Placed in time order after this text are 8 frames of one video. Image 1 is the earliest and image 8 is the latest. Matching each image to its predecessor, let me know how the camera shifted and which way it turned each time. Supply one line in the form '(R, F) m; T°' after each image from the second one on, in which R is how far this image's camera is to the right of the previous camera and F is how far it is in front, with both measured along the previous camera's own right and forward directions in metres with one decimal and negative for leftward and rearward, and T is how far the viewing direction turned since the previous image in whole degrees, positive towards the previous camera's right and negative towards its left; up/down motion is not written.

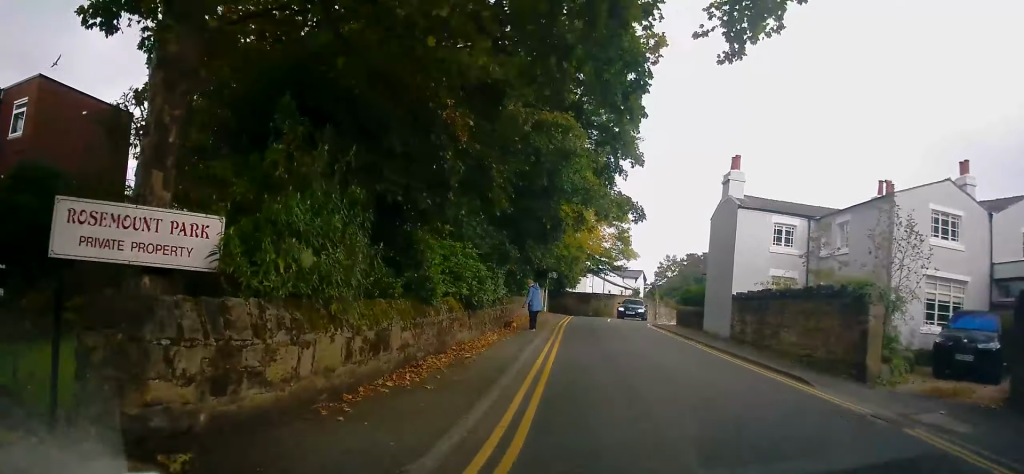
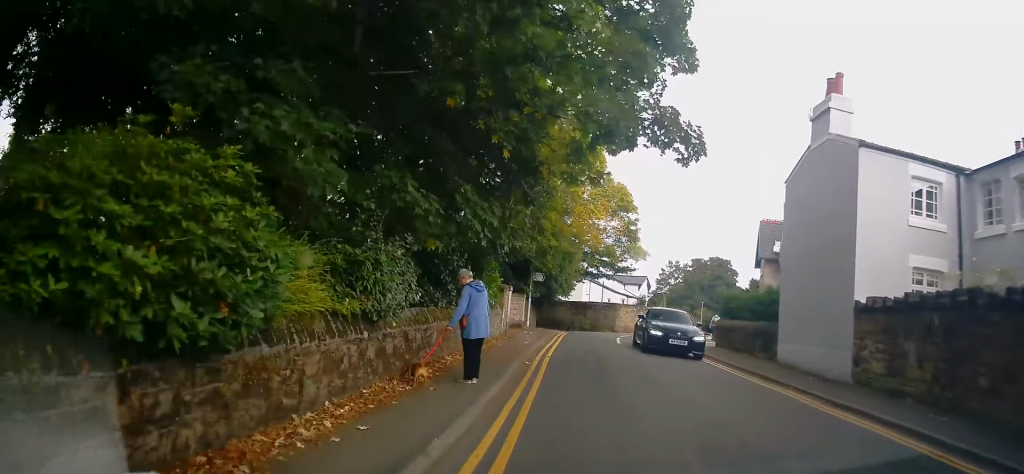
(+0.3, +10.4) m; +3°
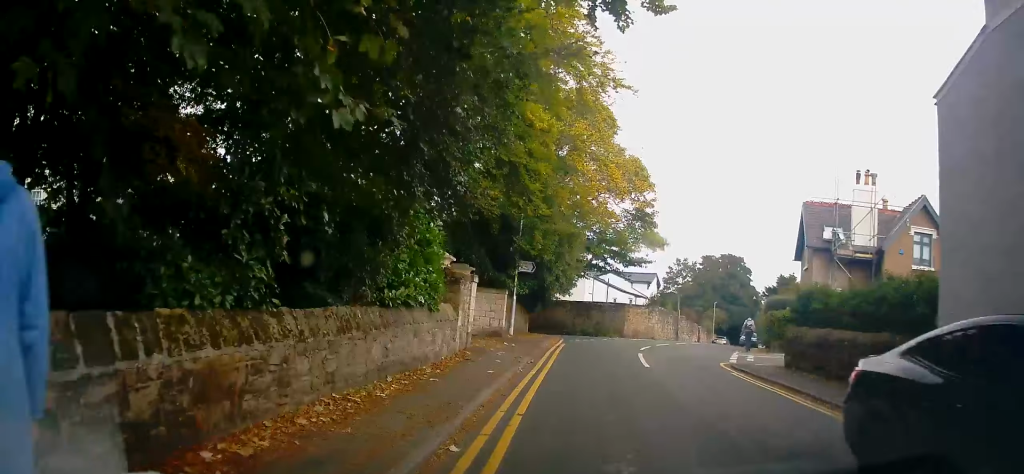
(0.0, +7.8) m; 0°
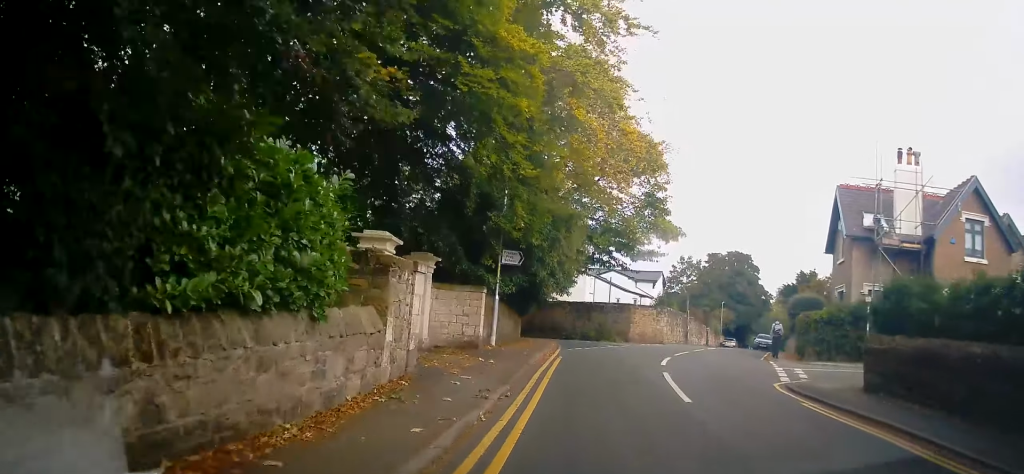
(0.0, +4.6) m; 0°
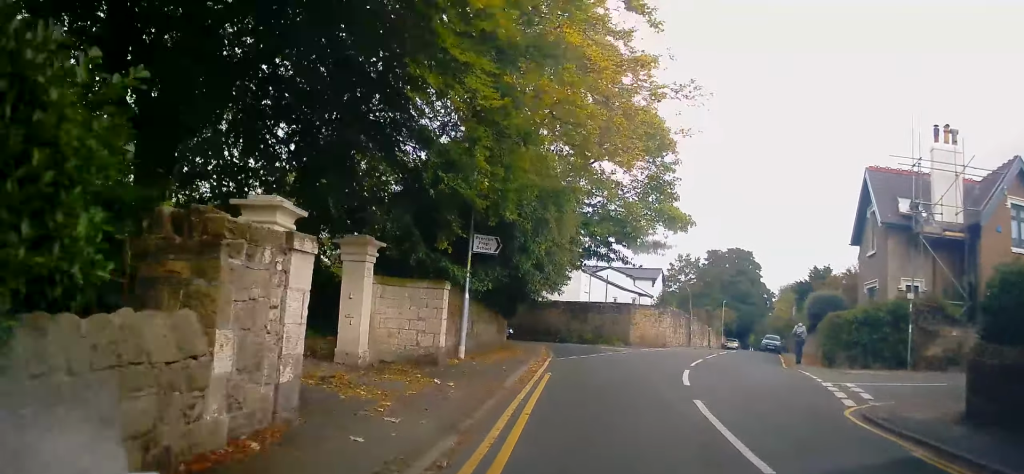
(0.0, +3.7) m; +1°
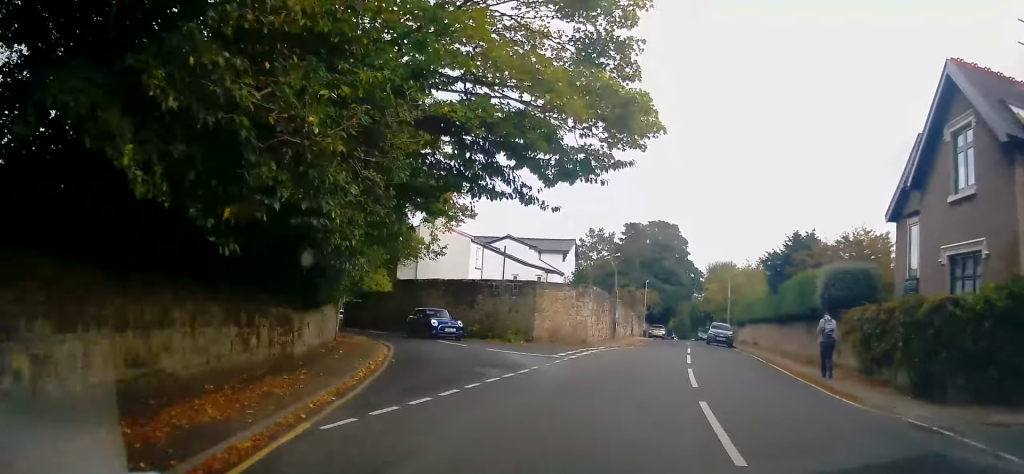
(+0.3, +11.8) m; +6°
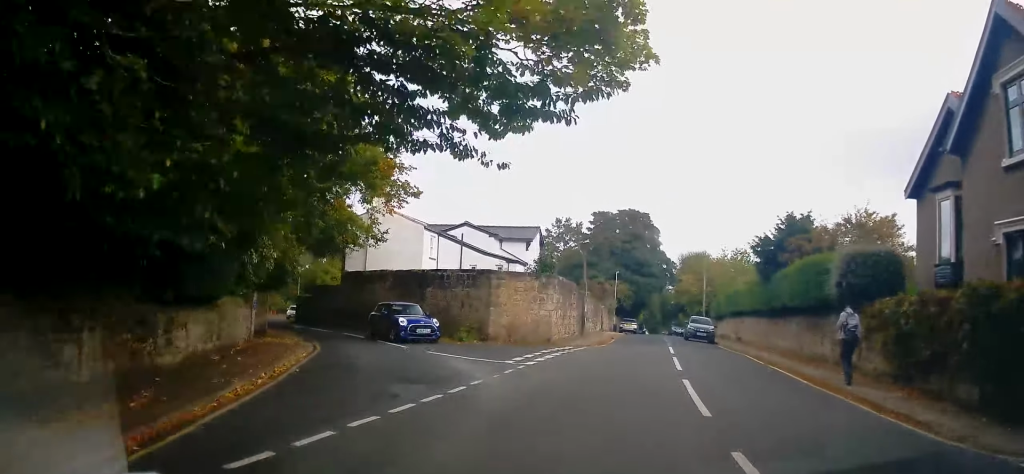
(+0.2, +3.6) m; +4°
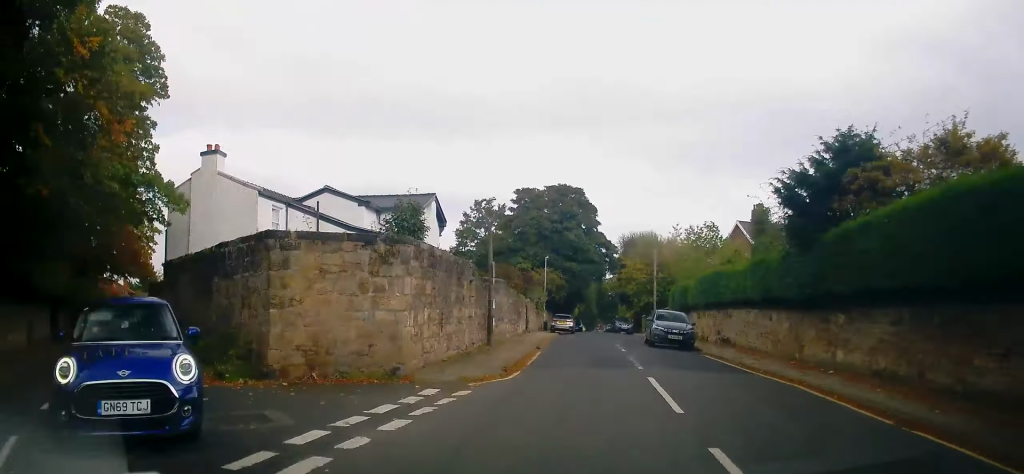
(+1.0, +11.5) m; +7°
